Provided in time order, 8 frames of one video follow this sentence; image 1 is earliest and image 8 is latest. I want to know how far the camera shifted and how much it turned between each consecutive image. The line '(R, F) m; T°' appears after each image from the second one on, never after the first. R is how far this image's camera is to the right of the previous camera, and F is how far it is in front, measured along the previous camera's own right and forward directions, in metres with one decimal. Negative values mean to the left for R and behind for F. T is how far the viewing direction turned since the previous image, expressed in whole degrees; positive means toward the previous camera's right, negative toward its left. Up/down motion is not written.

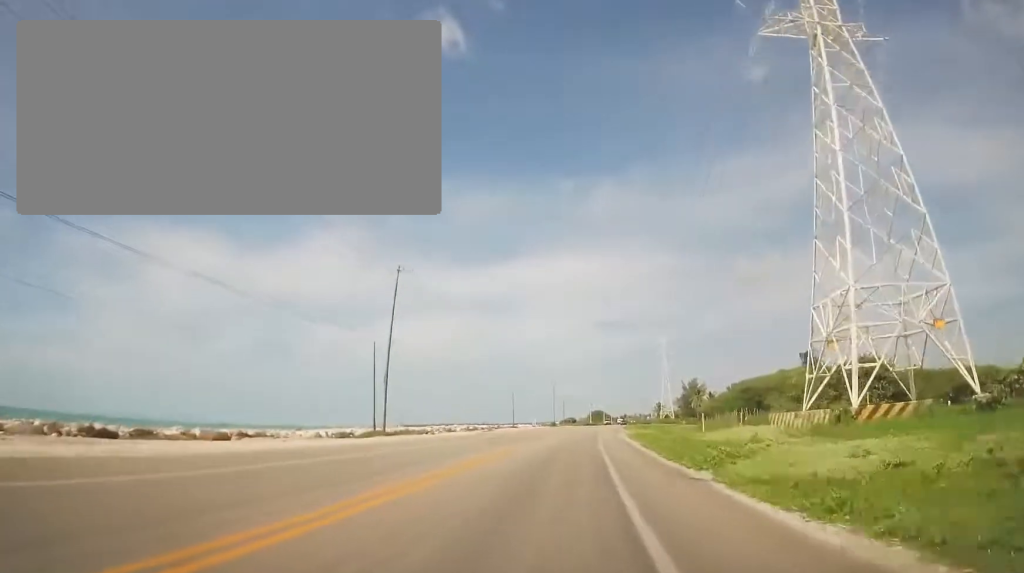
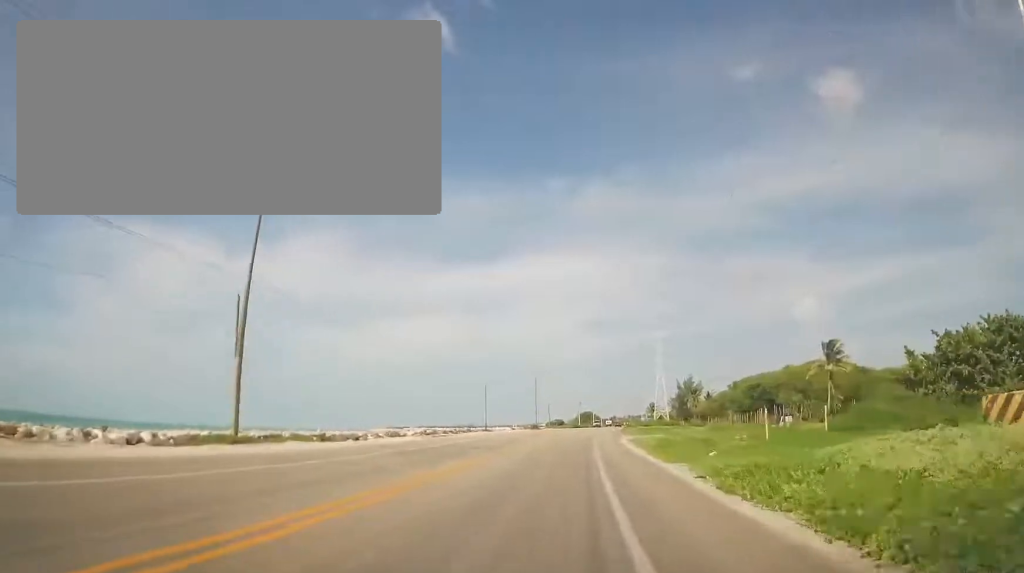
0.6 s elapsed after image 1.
(0.0, +17.1) m; +1°
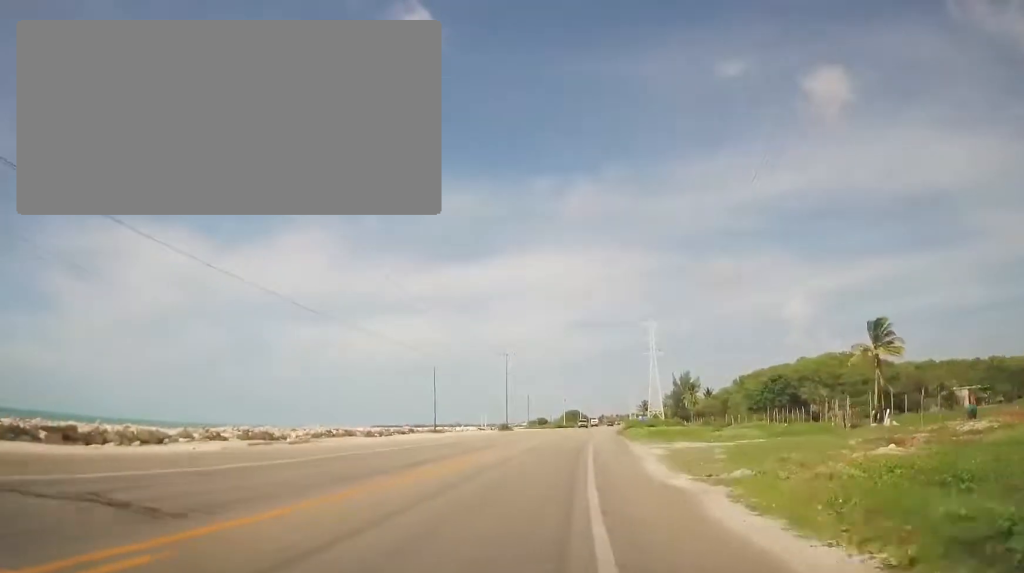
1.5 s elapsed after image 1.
(-0.1, +22.5) m; +2°
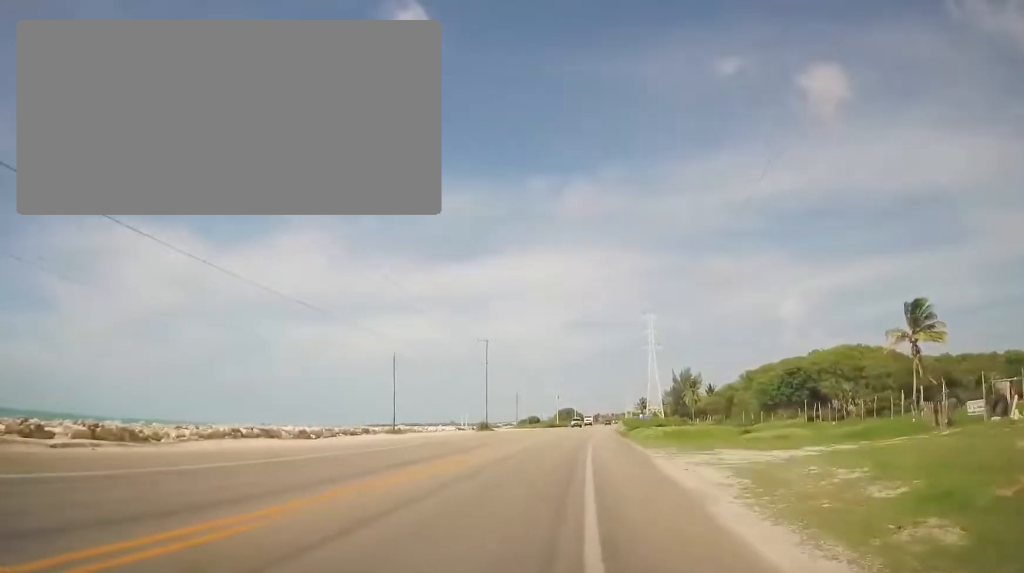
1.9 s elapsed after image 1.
(+0.6, +12.0) m; +1°
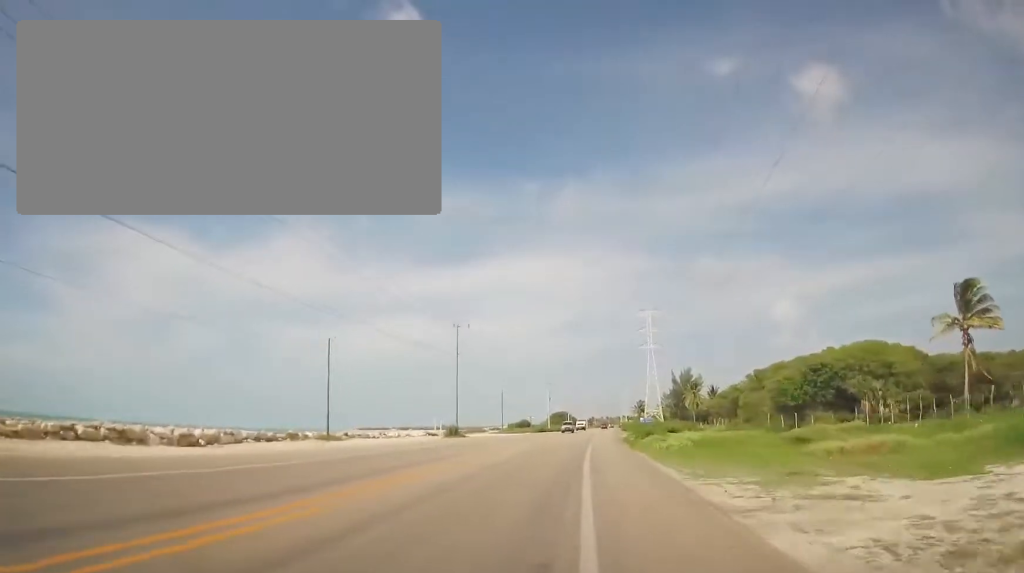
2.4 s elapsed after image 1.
(+0.4, +12.5) m; +1°
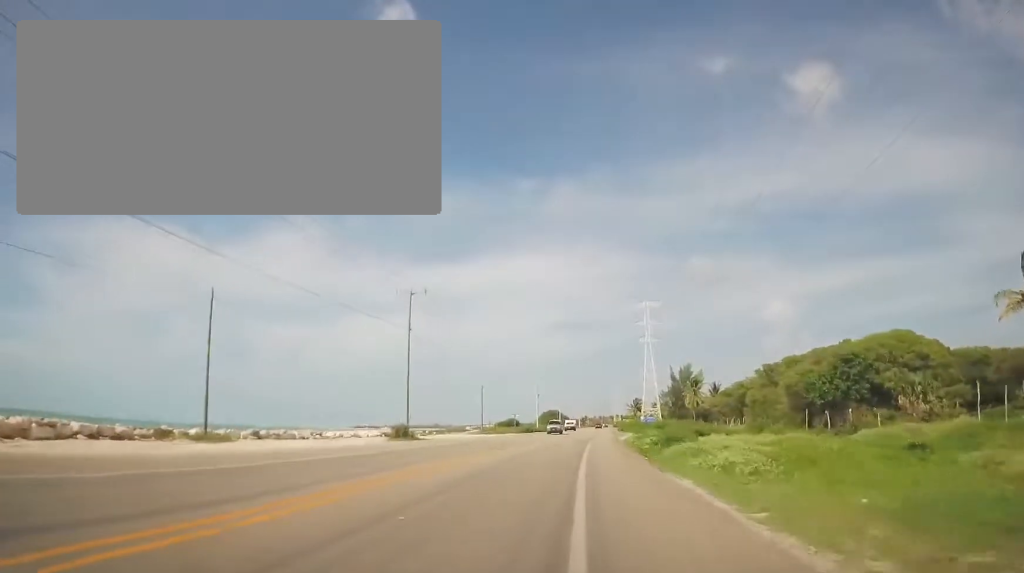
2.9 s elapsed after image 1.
(-0.2, +12.6) m; -1°
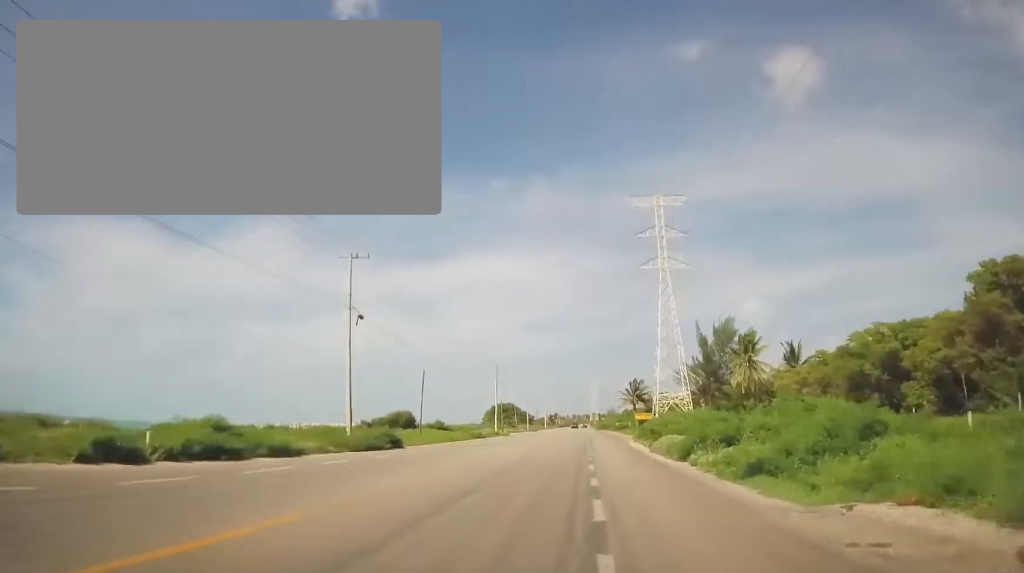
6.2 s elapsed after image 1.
(+1.9, +82.5) m; +1°
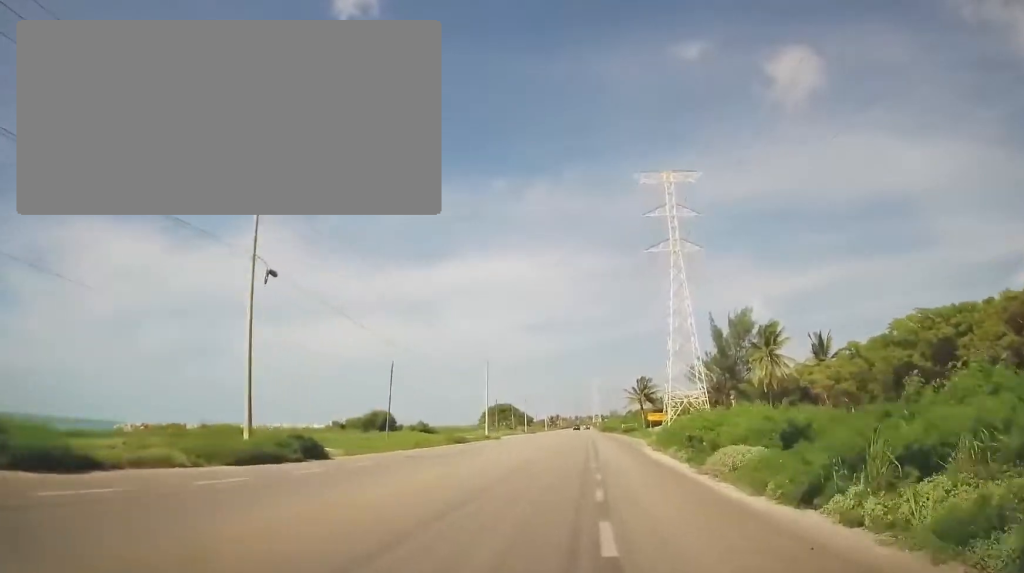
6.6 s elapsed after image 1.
(-0.1, +10.3) m; 0°
